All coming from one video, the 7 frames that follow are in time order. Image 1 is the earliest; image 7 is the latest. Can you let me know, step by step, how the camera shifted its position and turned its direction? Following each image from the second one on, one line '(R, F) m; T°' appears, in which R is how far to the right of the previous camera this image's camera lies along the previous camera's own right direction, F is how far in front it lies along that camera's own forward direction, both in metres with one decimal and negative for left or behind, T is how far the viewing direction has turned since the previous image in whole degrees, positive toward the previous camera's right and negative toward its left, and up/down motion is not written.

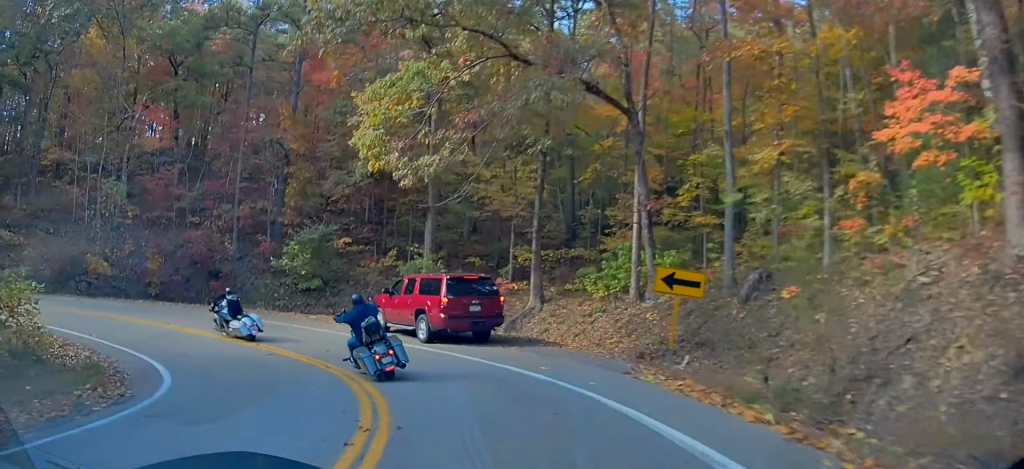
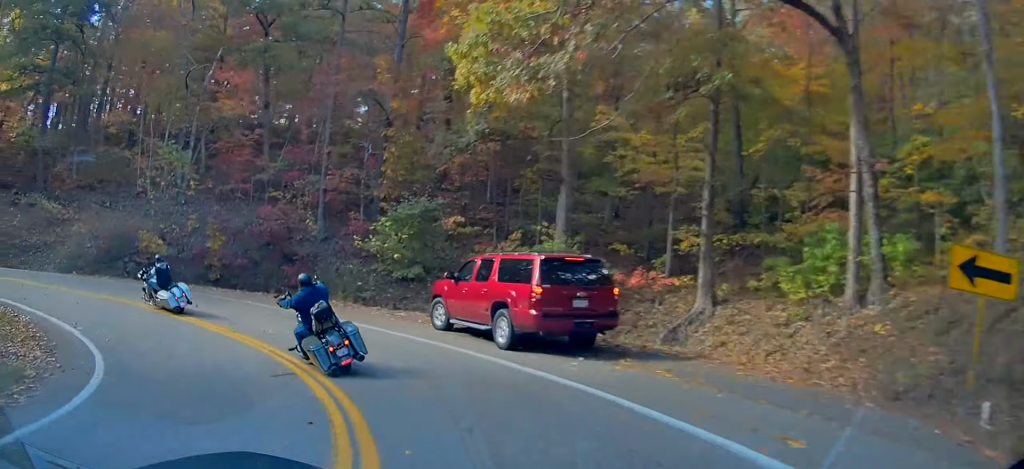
(-0.8, +6.0) m; -16°
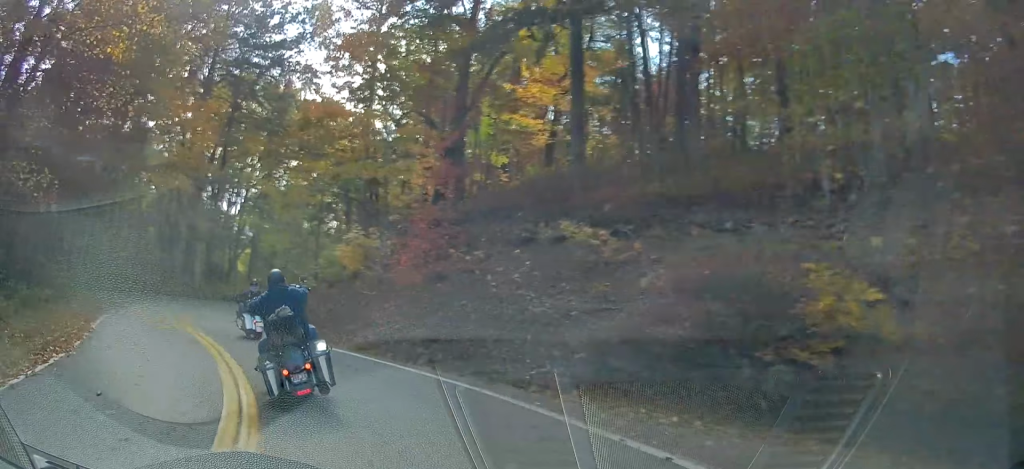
(-9.6, +16.4) m; -58°
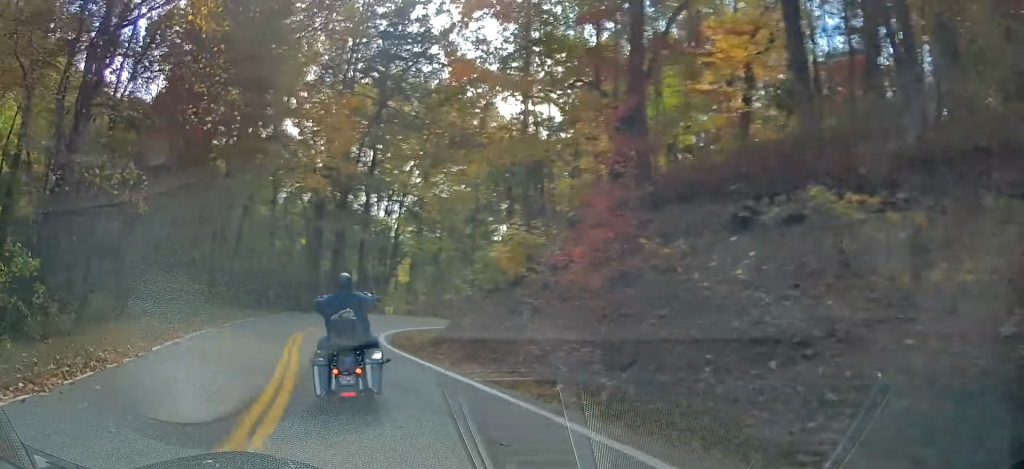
(-0.1, +5.3) m; -12°
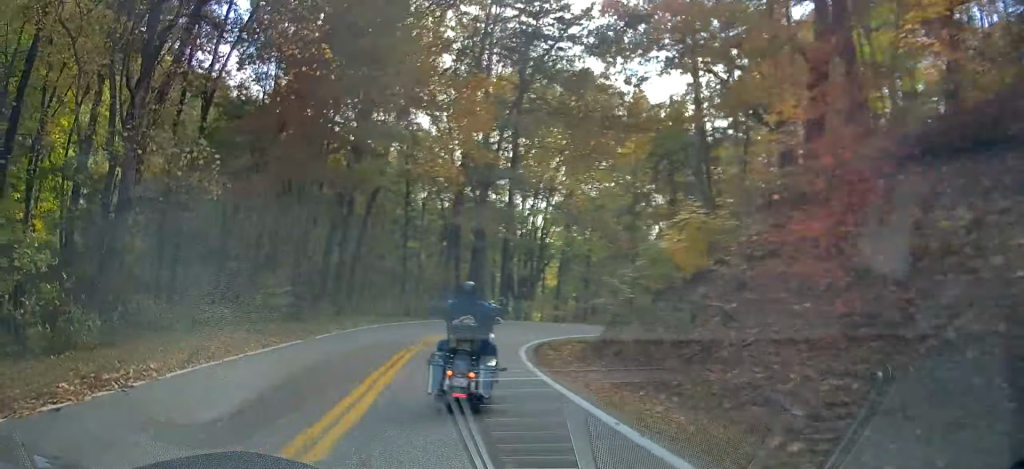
(-1.1, +5.3) m; -6°
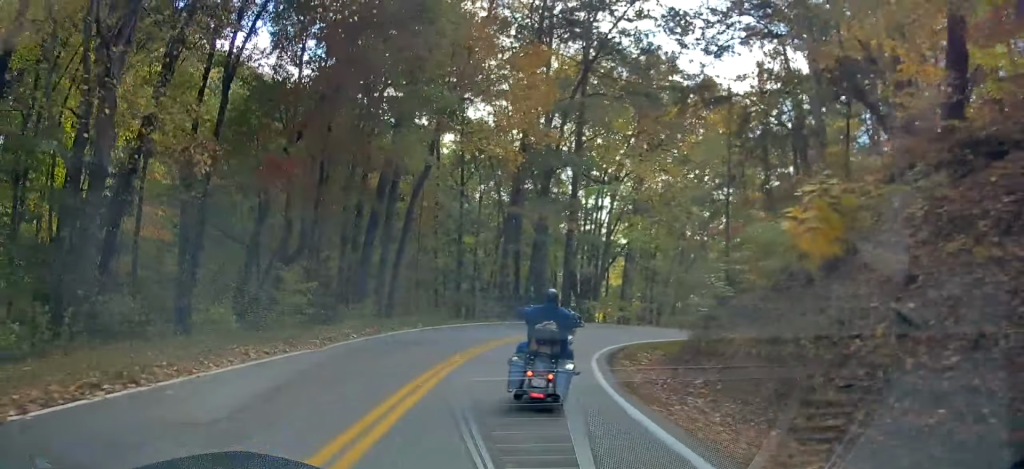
(-0.5, +4.7) m; -5°
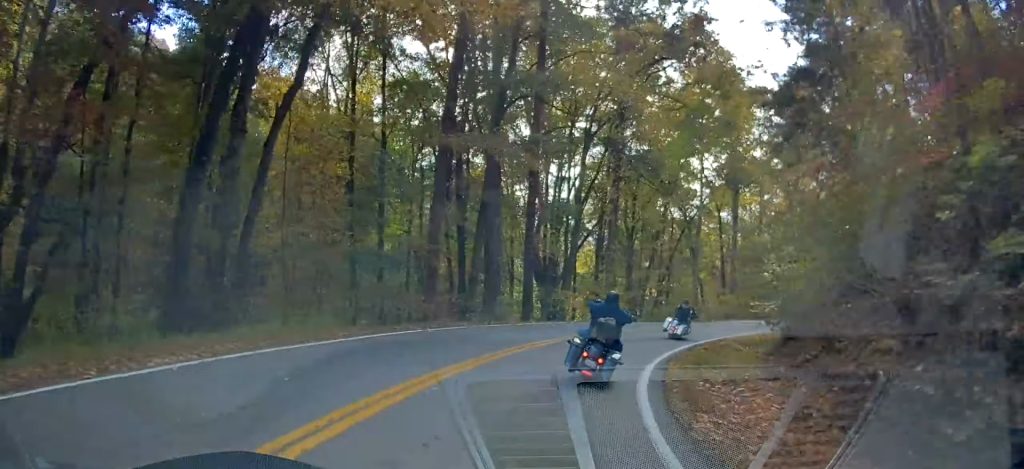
(0.0, +15.1) m; 0°
